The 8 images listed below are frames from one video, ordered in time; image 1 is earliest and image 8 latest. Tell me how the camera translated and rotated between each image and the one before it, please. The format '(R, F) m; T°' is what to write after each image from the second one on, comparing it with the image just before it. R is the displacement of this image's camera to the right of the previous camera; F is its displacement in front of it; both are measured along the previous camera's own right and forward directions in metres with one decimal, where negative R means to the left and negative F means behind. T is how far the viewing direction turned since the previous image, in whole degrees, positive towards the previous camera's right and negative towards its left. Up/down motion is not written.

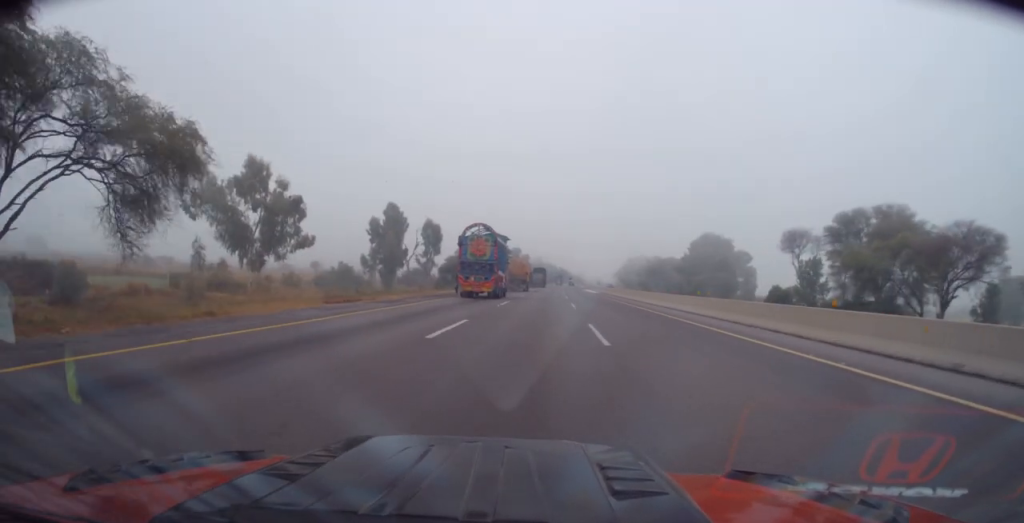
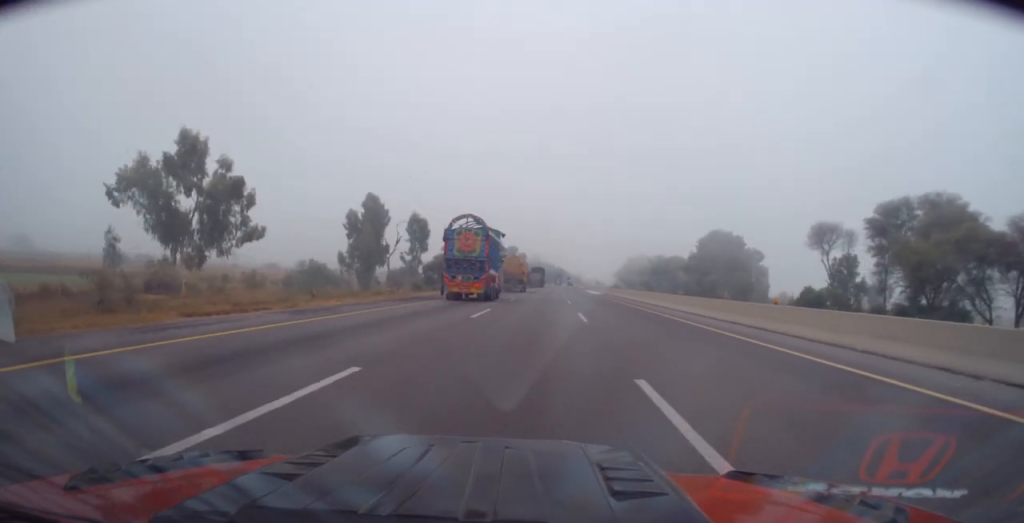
(-0.4, +10.5) m; +1°
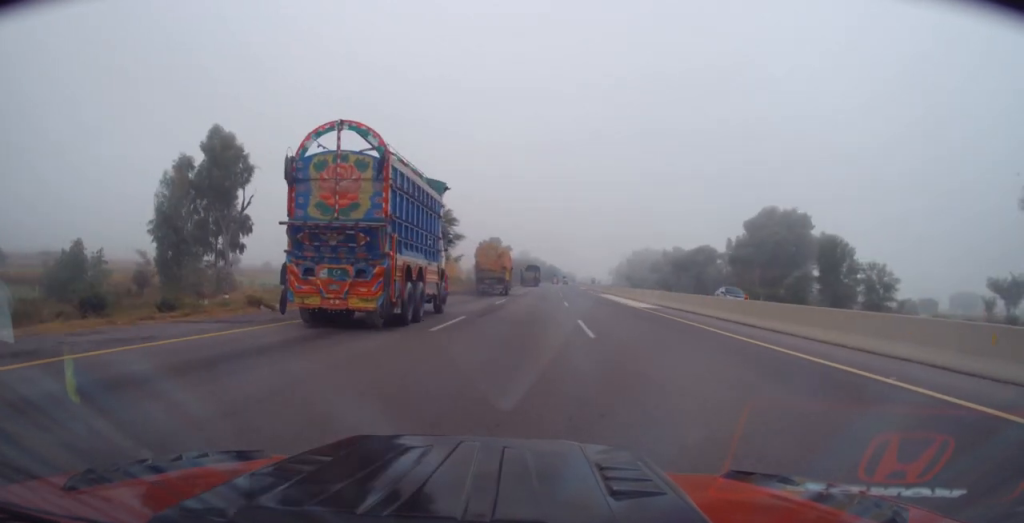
(+1.1, +41.6) m; -1°
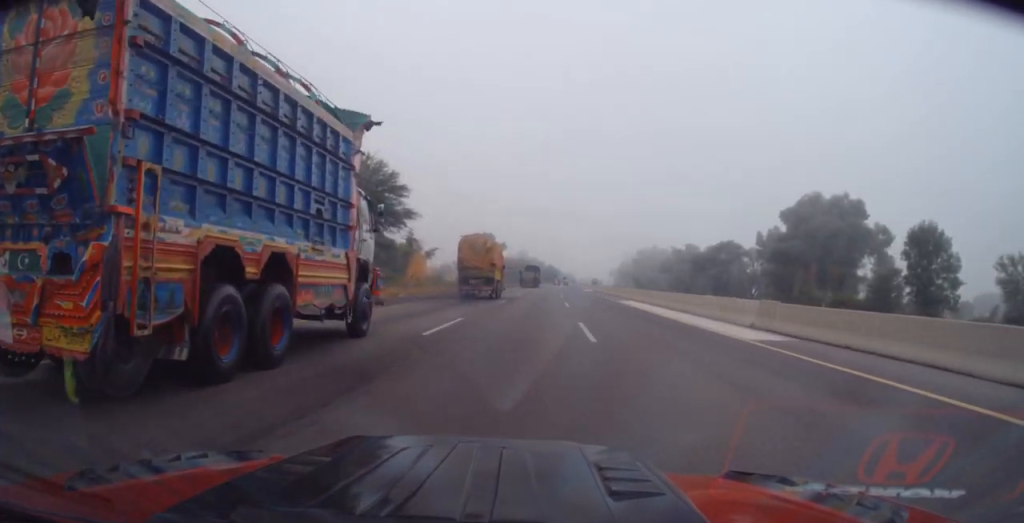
(-0.5, +18.8) m; 0°
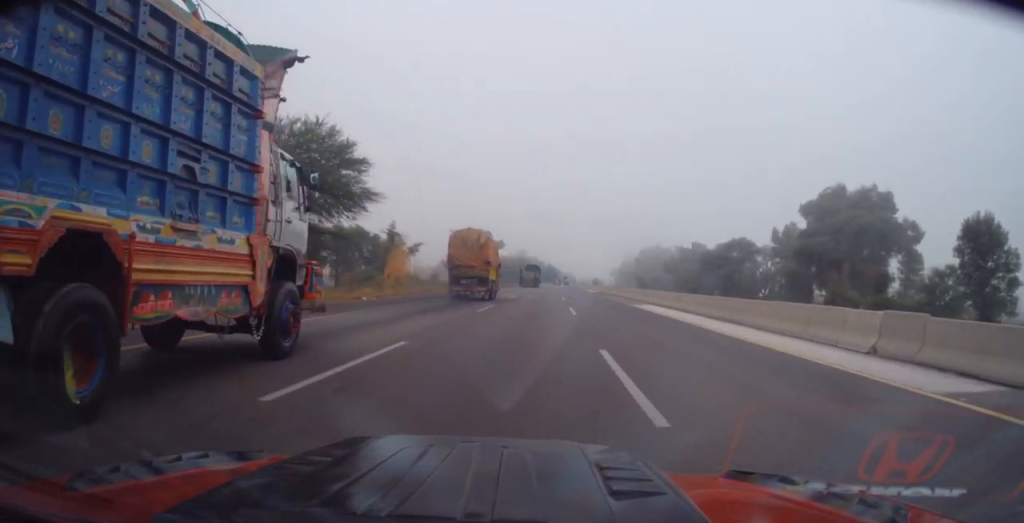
(+0.2, +7.7) m; +1°
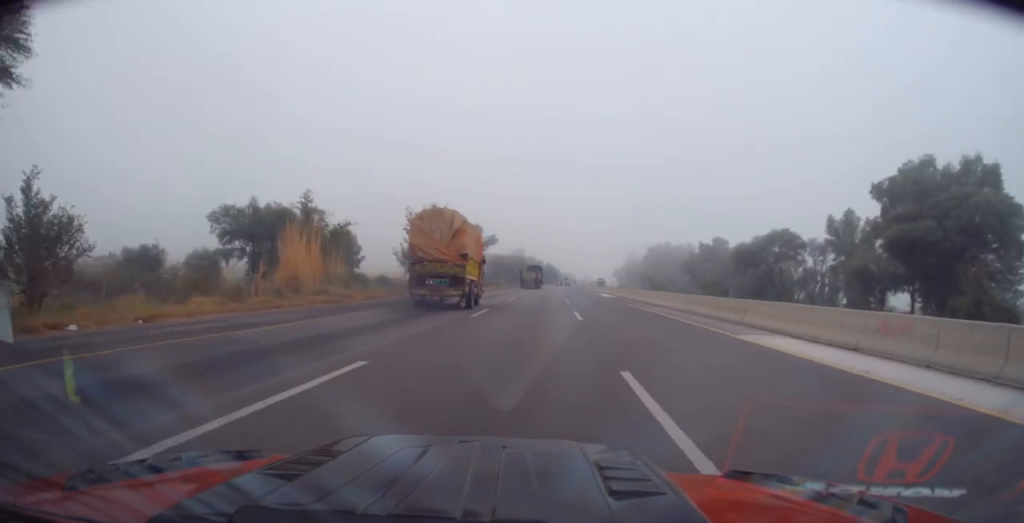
(+0.3, +20.7) m; +1°
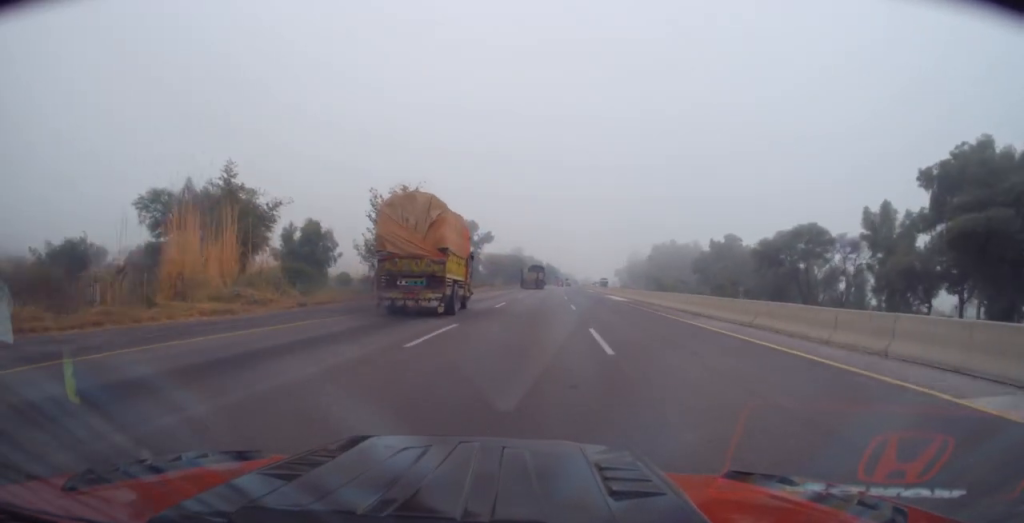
(-0.1, +9.7) m; +1°
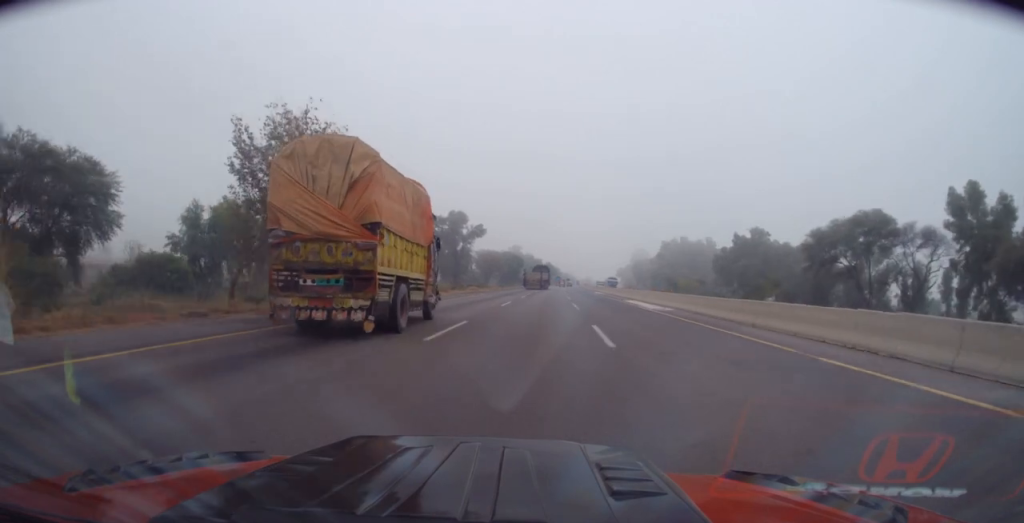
(+0.4, +16.7) m; 0°
